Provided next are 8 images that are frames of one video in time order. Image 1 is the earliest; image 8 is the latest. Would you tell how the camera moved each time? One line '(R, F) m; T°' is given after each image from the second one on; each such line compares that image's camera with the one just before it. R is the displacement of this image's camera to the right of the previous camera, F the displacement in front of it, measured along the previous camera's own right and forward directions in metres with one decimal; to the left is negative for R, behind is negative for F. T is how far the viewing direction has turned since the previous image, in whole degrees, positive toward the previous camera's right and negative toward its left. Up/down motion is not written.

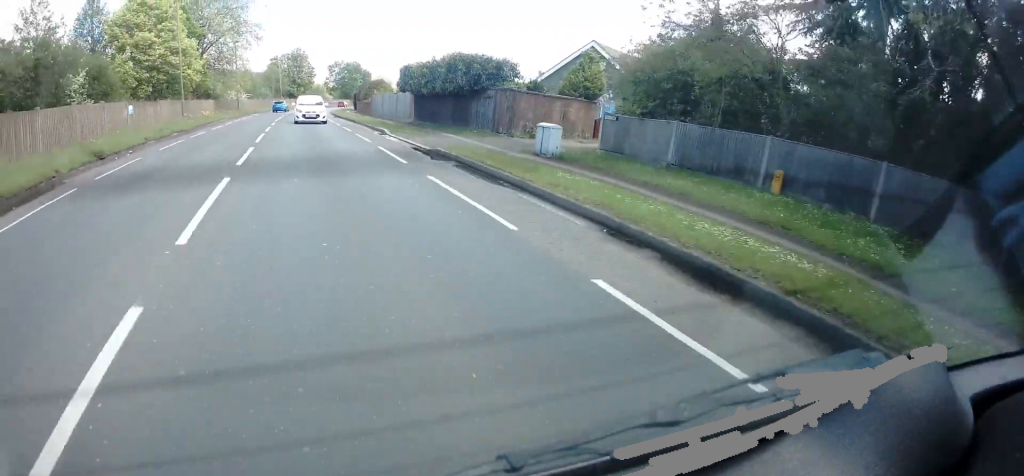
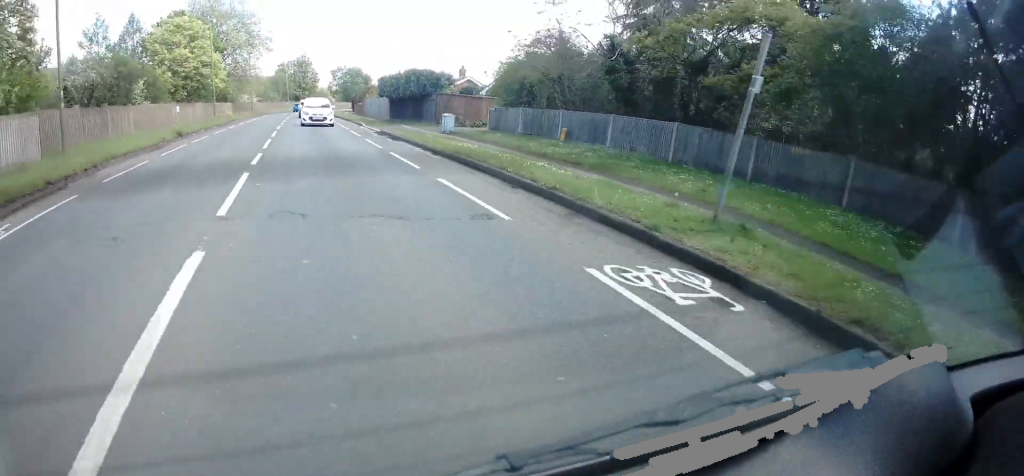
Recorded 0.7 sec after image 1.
(0.0, +10.7) m; 0°
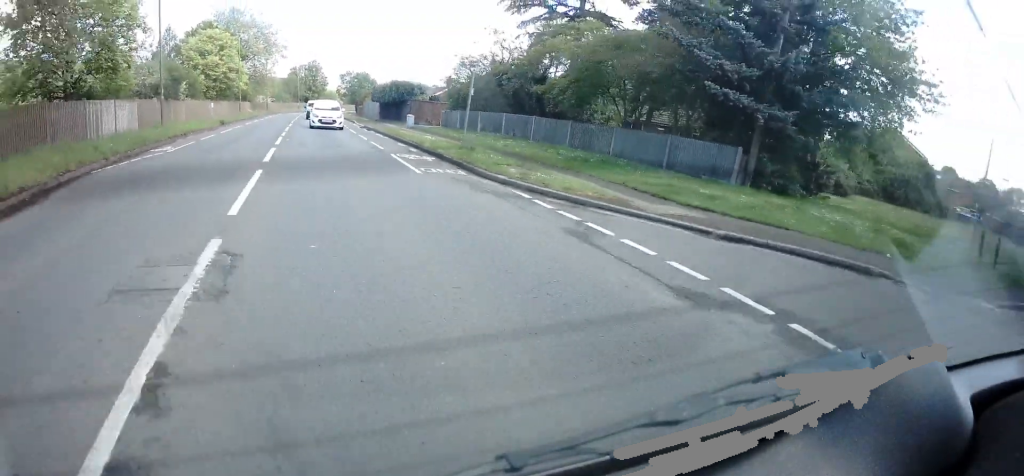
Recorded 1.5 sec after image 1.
(0.0, +11.1) m; 0°
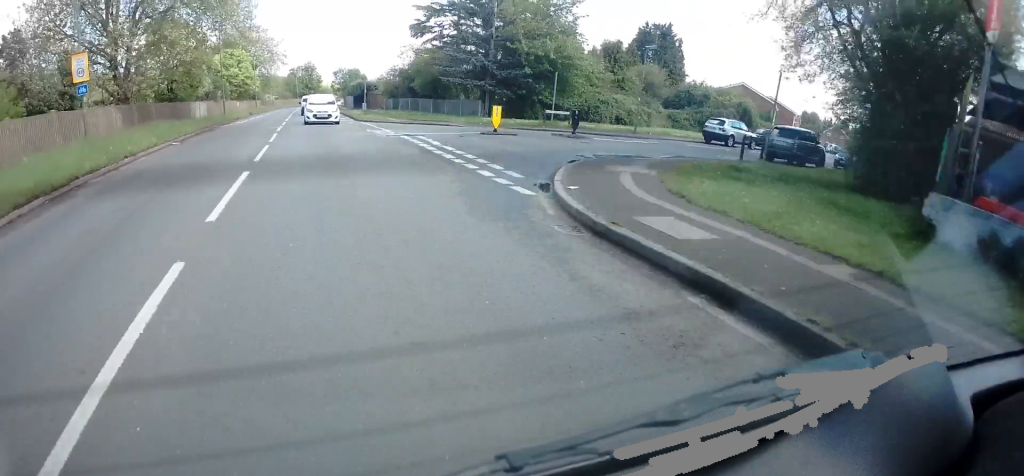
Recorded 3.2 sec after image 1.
(-0.2, +23.3) m; -1°
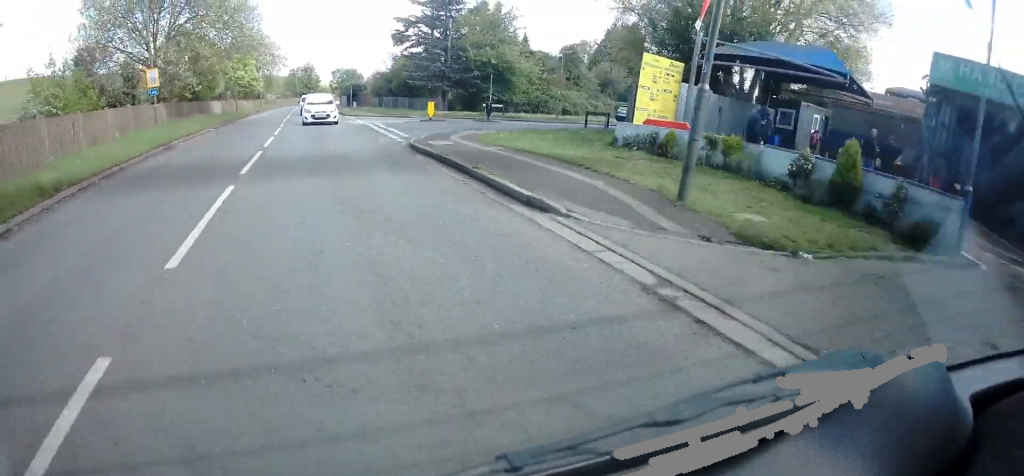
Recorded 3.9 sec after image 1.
(-0.2, +10.0) m; 0°
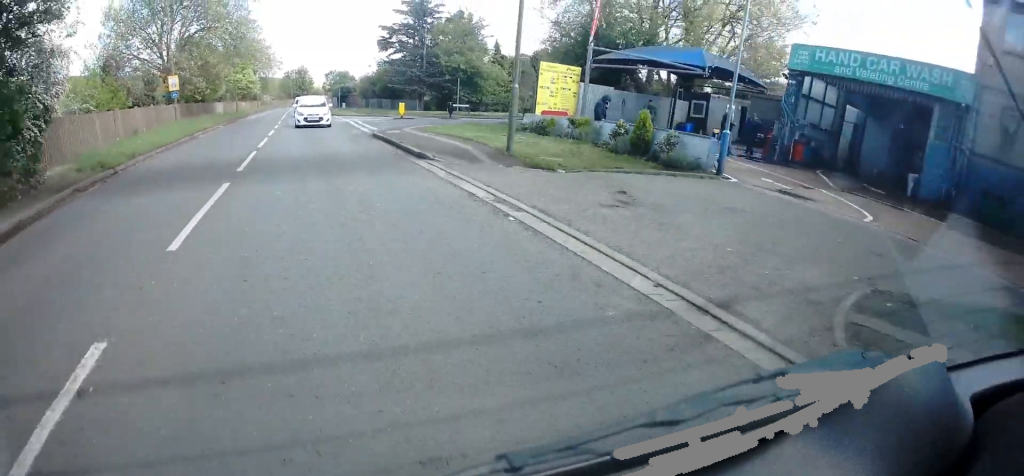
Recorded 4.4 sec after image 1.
(+0.1, +6.3) m; +1°
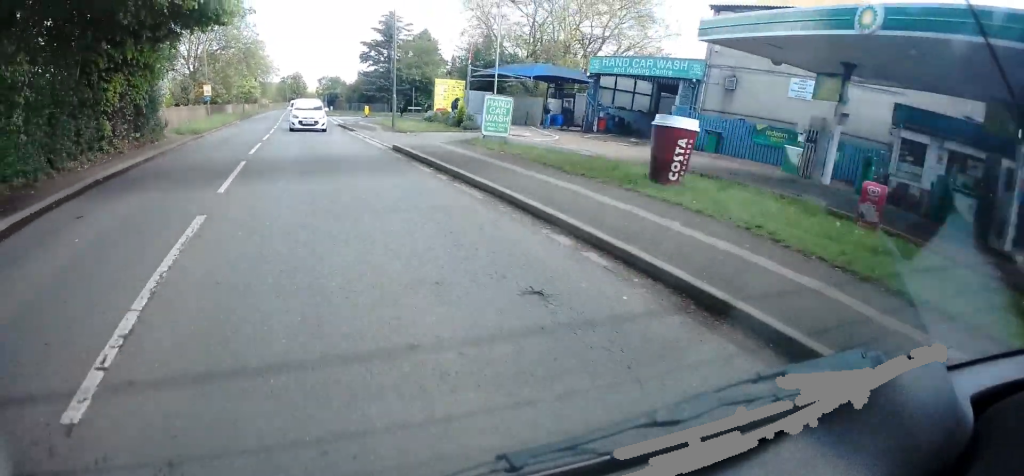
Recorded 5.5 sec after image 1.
(+0.4, +15.0) m; +1°
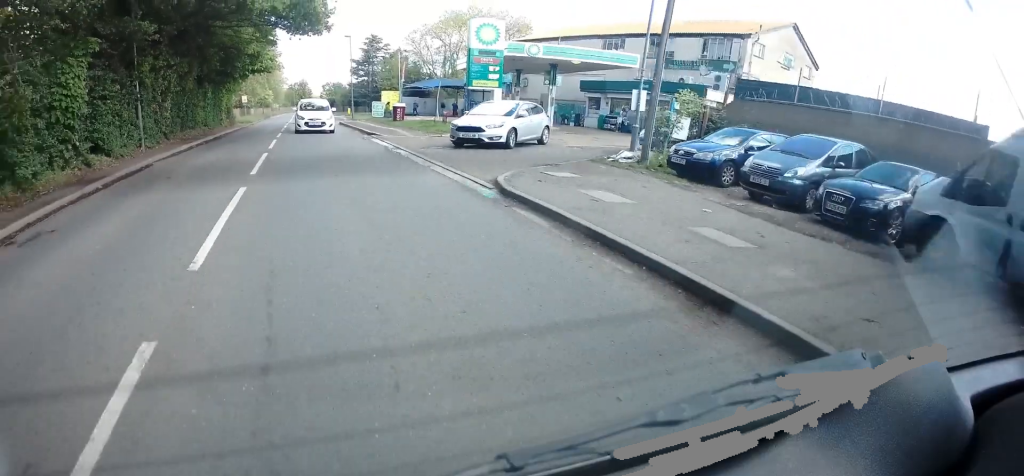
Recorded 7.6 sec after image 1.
(-0.6, +26.0) m; -1°
